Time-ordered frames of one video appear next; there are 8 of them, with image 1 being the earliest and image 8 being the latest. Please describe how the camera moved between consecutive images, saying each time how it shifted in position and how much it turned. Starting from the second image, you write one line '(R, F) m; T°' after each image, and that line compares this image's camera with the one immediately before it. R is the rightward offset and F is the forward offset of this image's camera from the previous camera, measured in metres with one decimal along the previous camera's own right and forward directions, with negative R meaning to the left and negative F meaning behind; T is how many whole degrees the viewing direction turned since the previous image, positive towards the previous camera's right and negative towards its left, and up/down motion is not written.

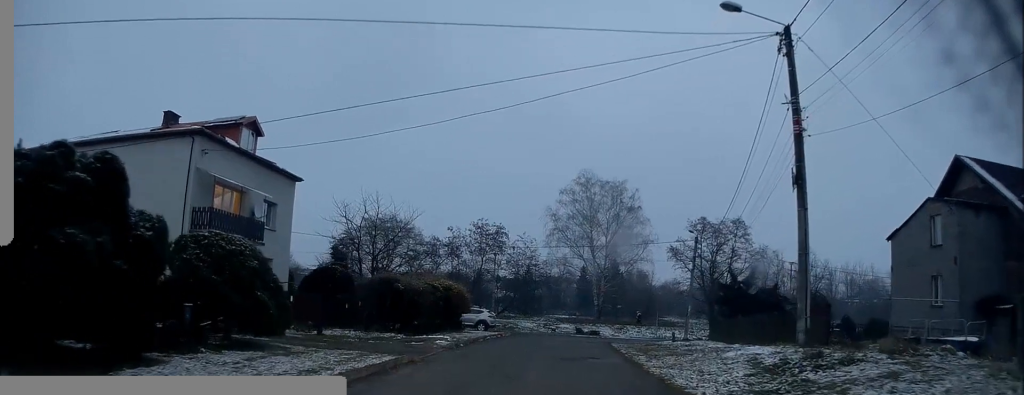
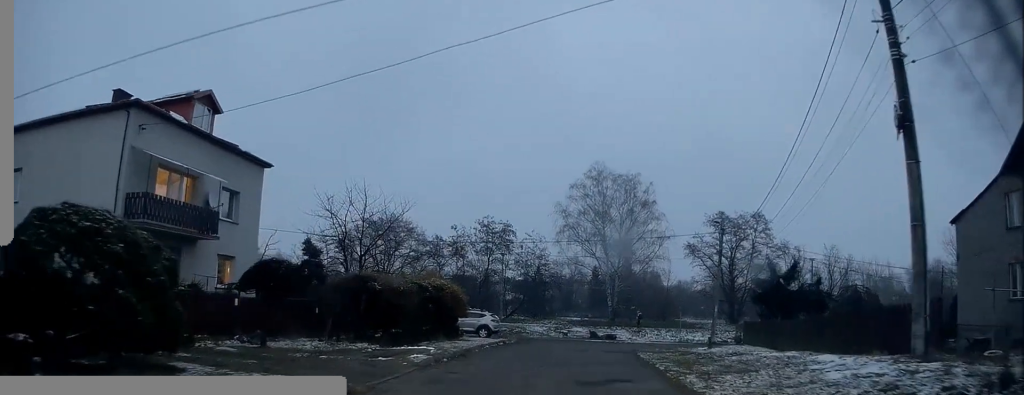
(-0.1, +5.0) m; 0°
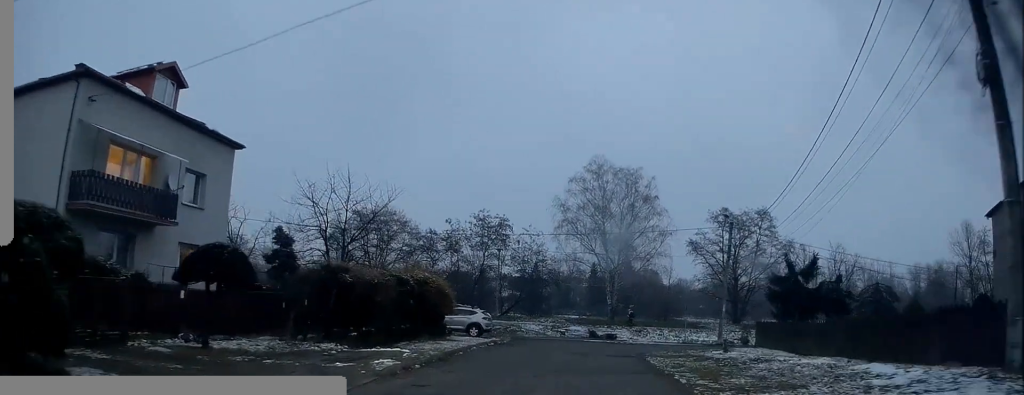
(+0.1, +2.6) m; 0°
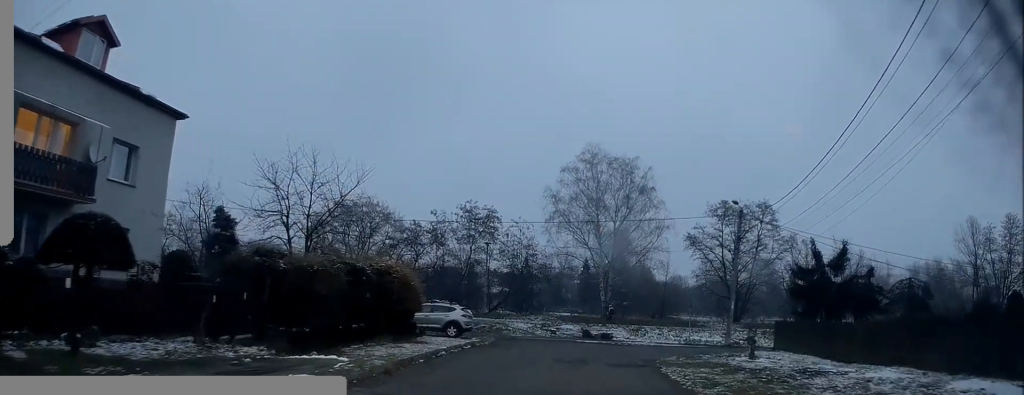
(-0.3, +4.1) m; +2°
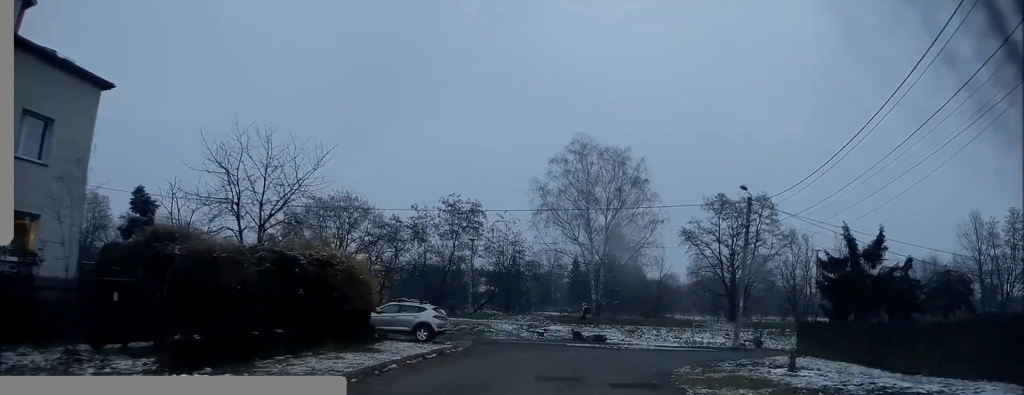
(+0.4, +4.1) m; +3°
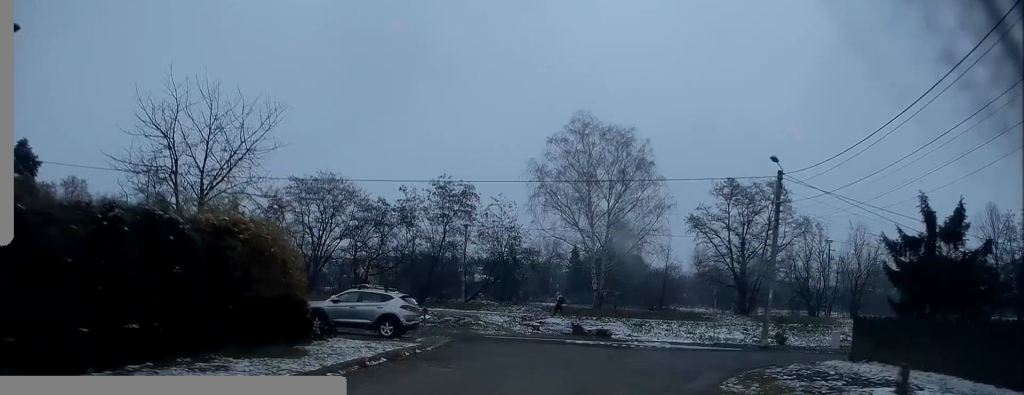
(-0.4, +5.1) m; -5°
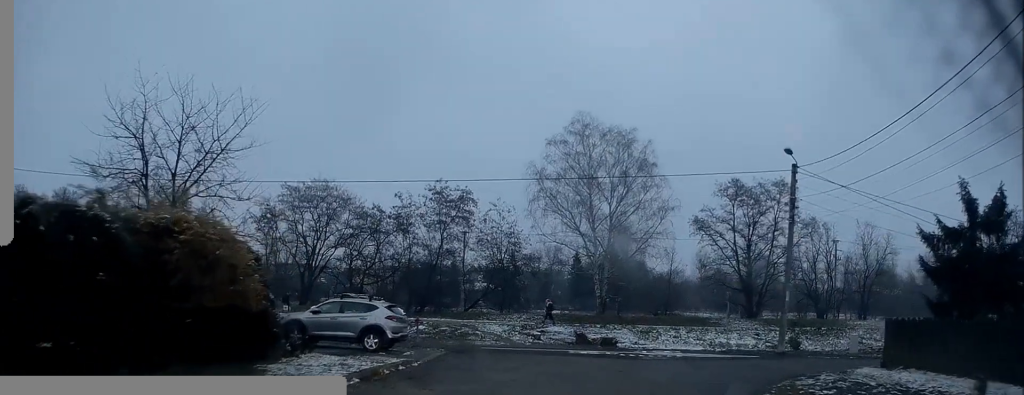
(-0.2, +2.0) m; +1°
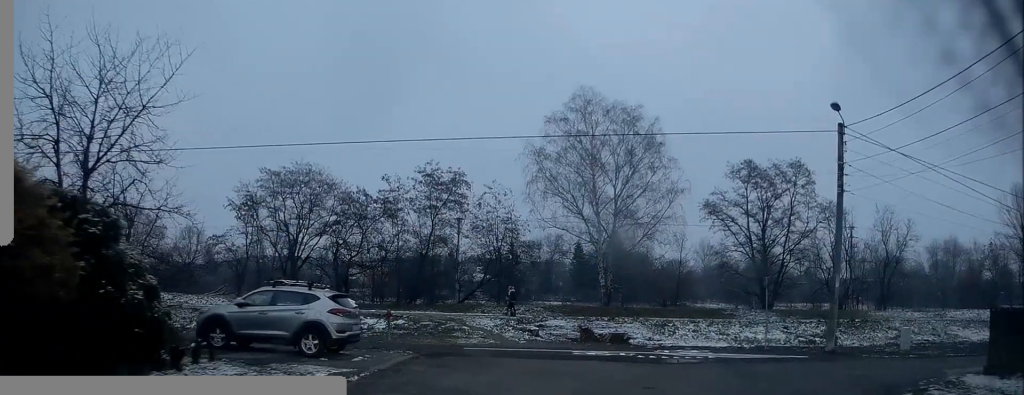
(+0.6, +4.9) m; +7°
